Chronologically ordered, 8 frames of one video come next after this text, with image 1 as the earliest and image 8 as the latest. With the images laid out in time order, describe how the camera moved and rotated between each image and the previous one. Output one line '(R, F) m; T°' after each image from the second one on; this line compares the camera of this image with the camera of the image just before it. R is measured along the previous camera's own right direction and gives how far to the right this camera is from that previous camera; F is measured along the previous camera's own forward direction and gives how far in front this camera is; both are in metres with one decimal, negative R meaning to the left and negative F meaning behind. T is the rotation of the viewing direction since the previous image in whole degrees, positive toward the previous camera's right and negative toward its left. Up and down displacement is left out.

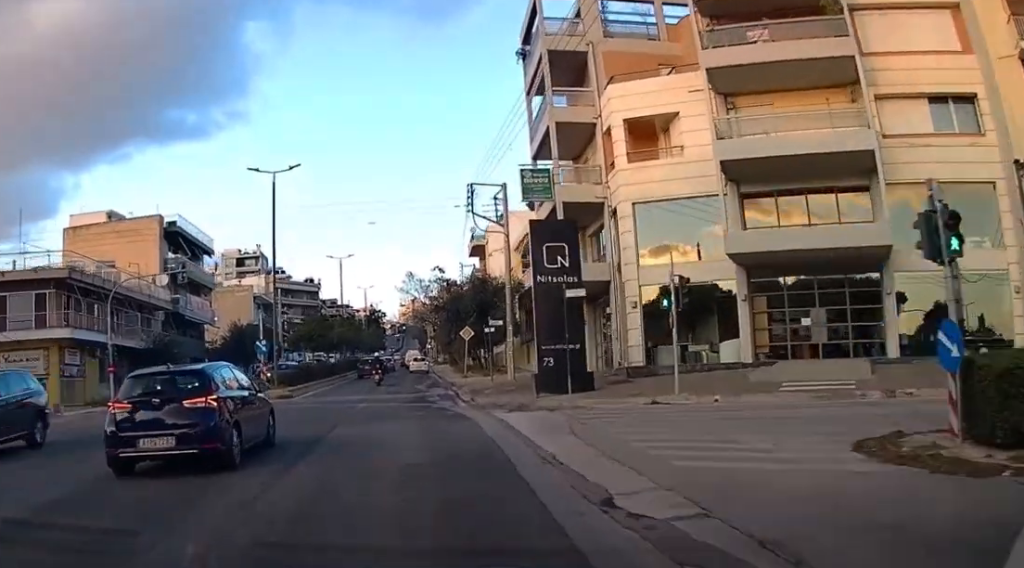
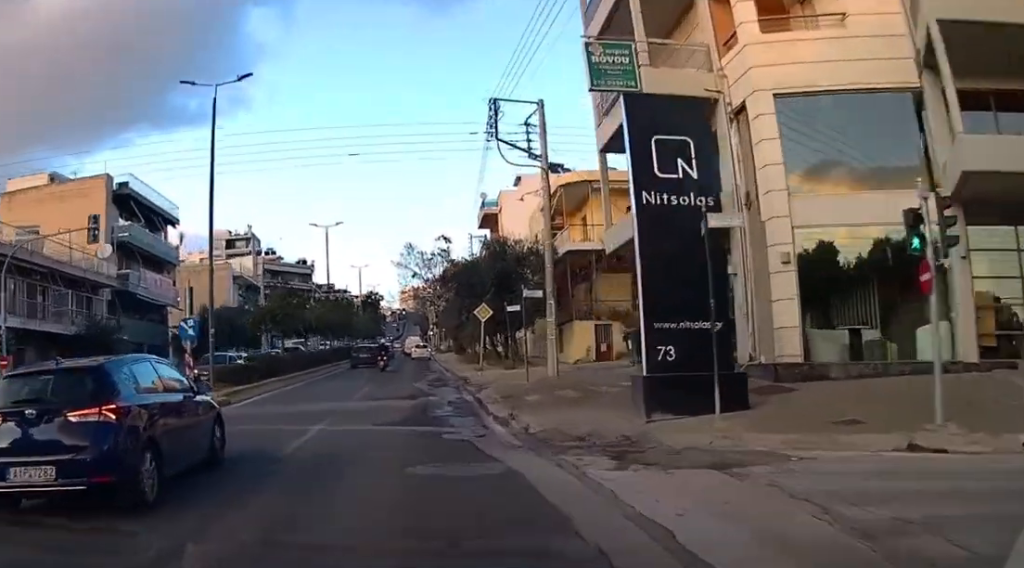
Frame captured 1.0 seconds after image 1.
(+0.4, +9.0) m; +3°
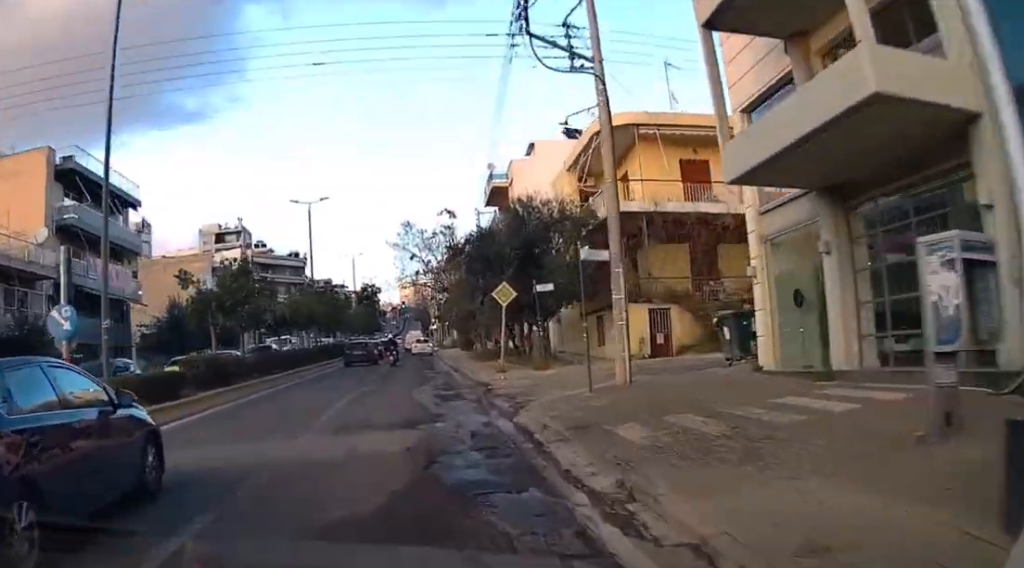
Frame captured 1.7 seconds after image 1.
(0.0, +7.6) m; 0°
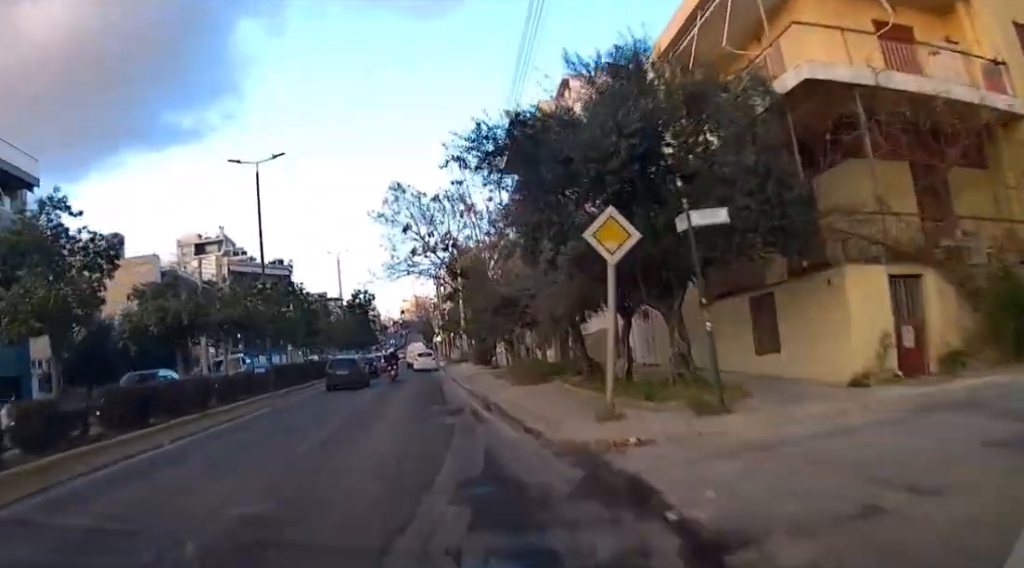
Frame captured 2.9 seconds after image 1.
(0.0, +14.0) m; 0°
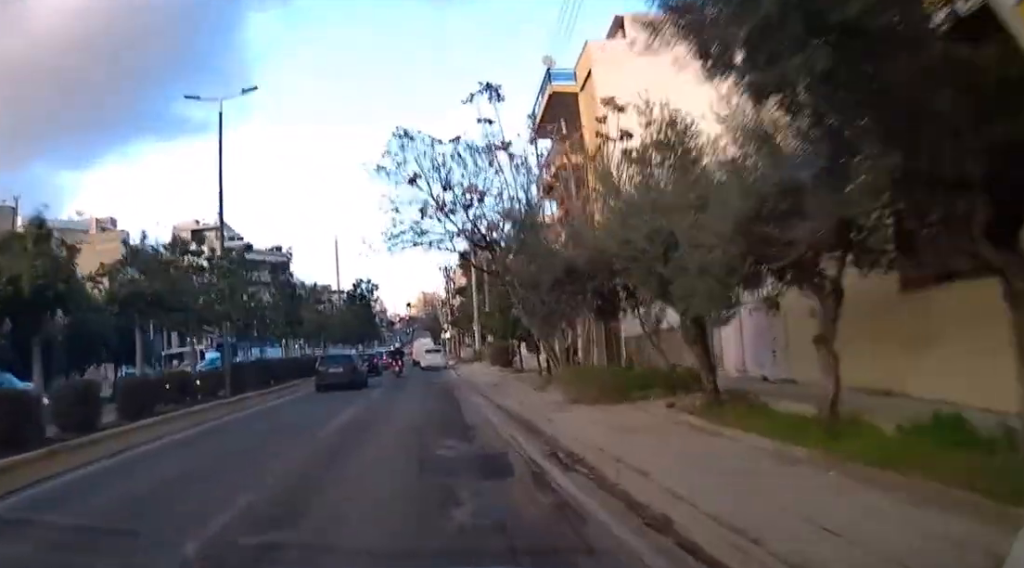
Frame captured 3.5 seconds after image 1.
(-0.1, +8.6) m; 0°
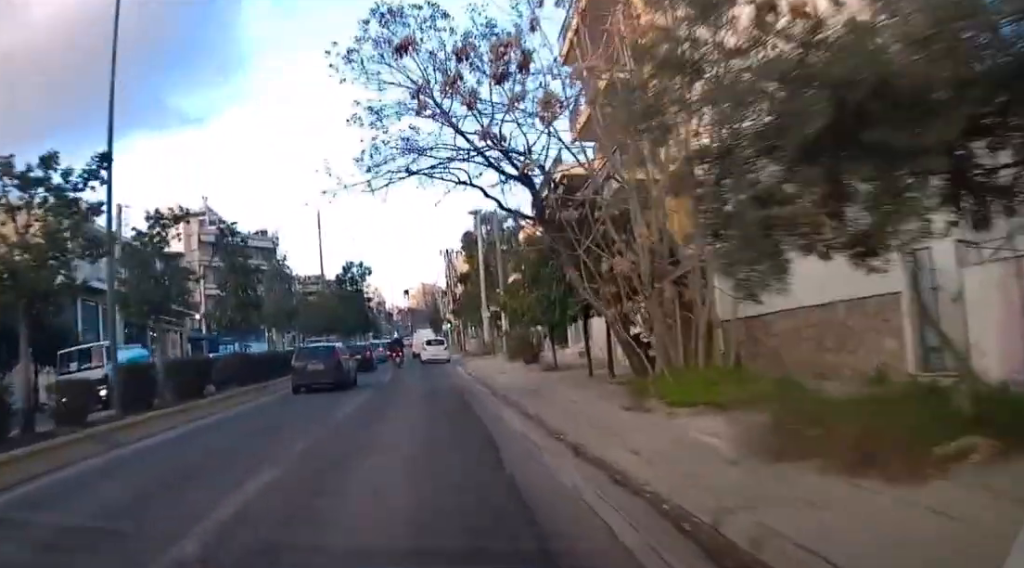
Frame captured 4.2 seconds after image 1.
(-0.1, +9.3) m; 0°
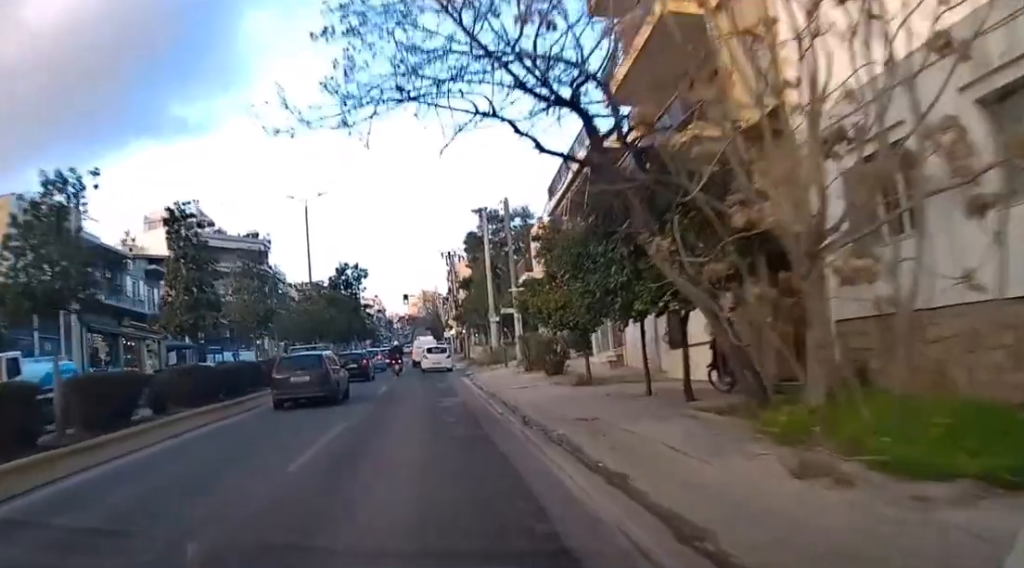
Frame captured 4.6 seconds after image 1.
(0.0, +5.7) m; 0°
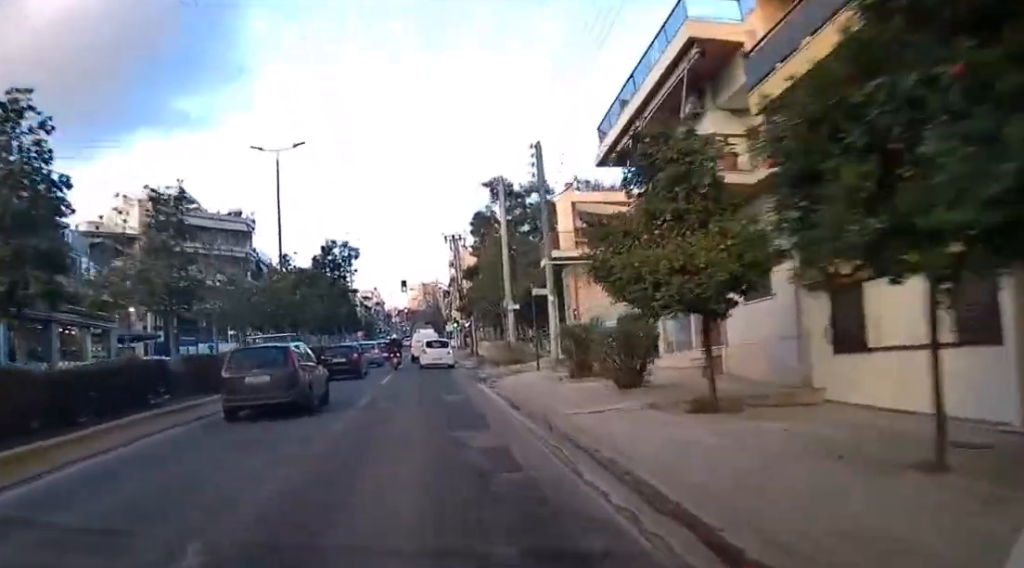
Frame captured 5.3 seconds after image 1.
(+0.1, +9.9) m; 0°
